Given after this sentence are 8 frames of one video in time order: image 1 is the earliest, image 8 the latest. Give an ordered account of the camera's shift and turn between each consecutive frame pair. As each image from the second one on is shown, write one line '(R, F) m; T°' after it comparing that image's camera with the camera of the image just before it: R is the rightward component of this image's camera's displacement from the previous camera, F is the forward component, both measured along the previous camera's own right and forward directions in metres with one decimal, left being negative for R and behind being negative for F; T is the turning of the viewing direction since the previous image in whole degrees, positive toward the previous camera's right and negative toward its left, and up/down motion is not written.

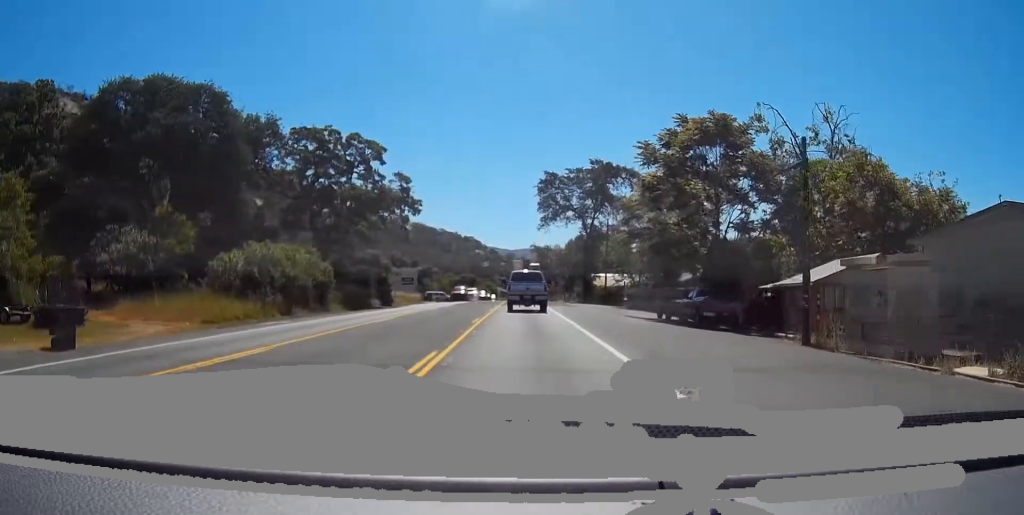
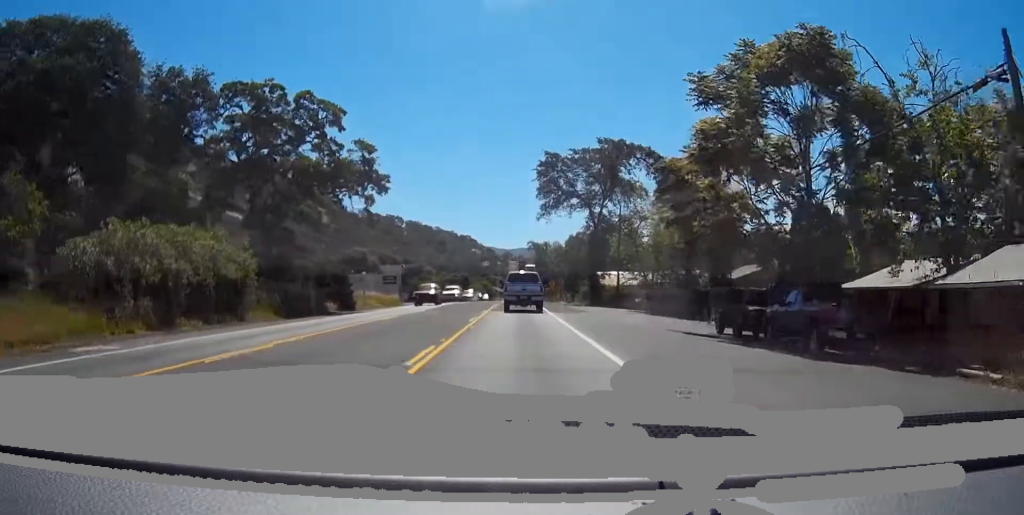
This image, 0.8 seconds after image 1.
(-0.1, +13.7) m; 0°
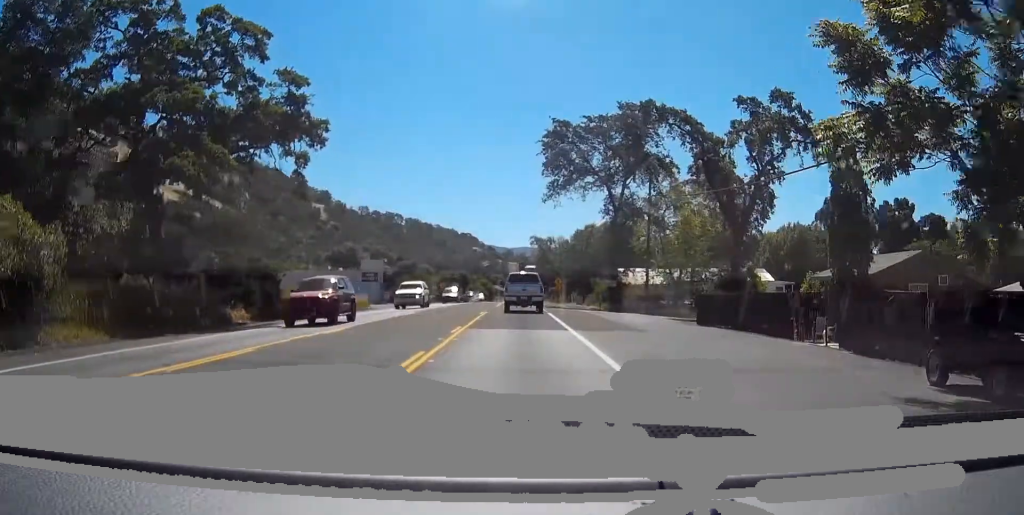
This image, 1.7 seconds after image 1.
(+0.1, +16.1) m; 0°
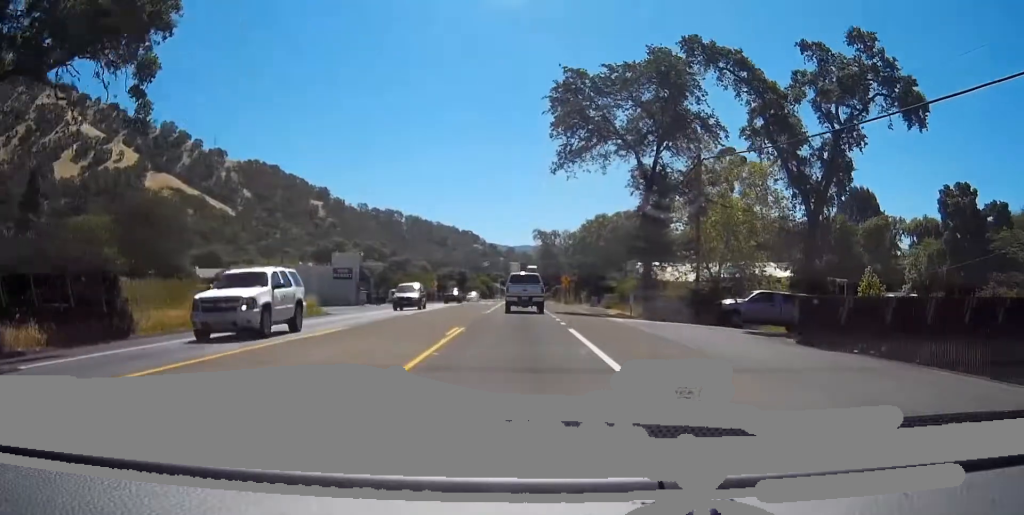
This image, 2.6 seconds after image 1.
(+0.1, +15.7) m; 0°
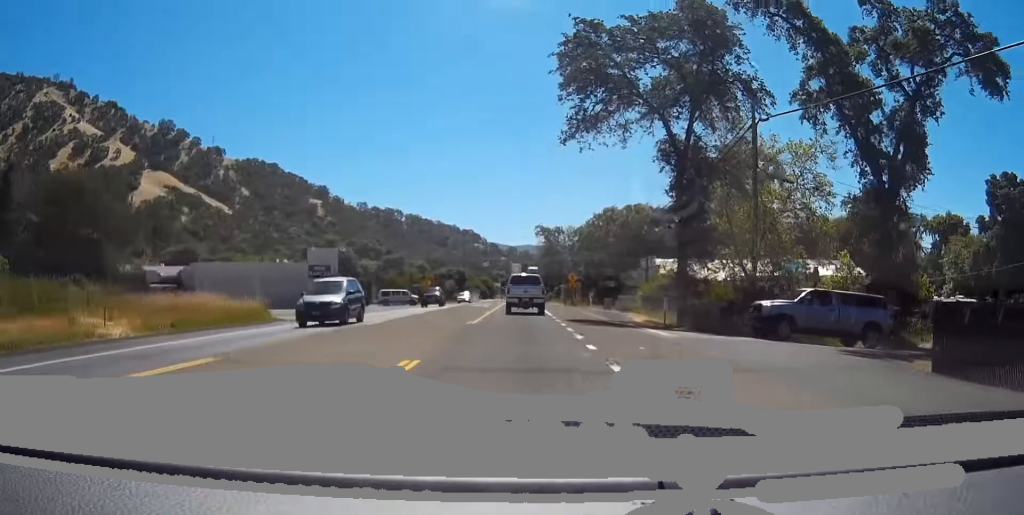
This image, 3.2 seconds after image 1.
(0.0, +9.9) m; 0°
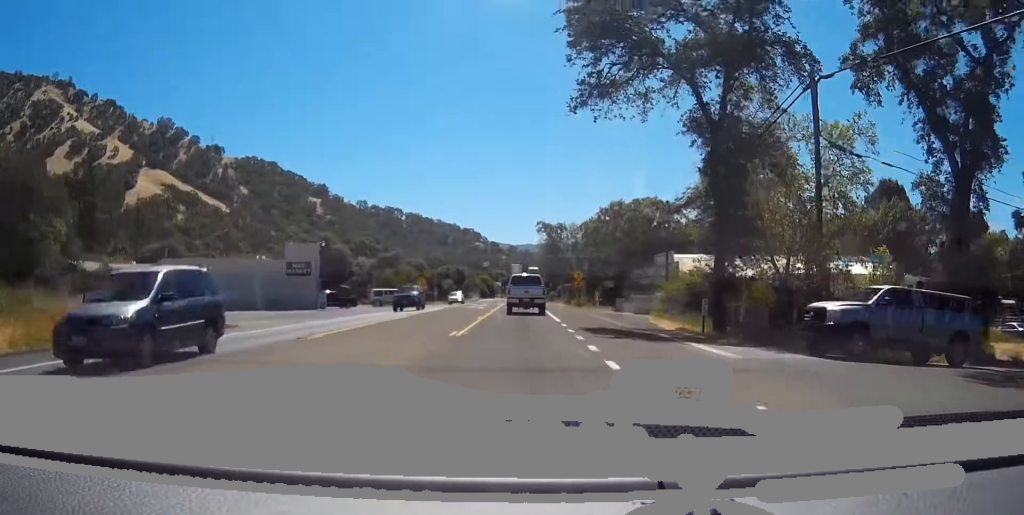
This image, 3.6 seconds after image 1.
(0.0, +7.1) m; 0°
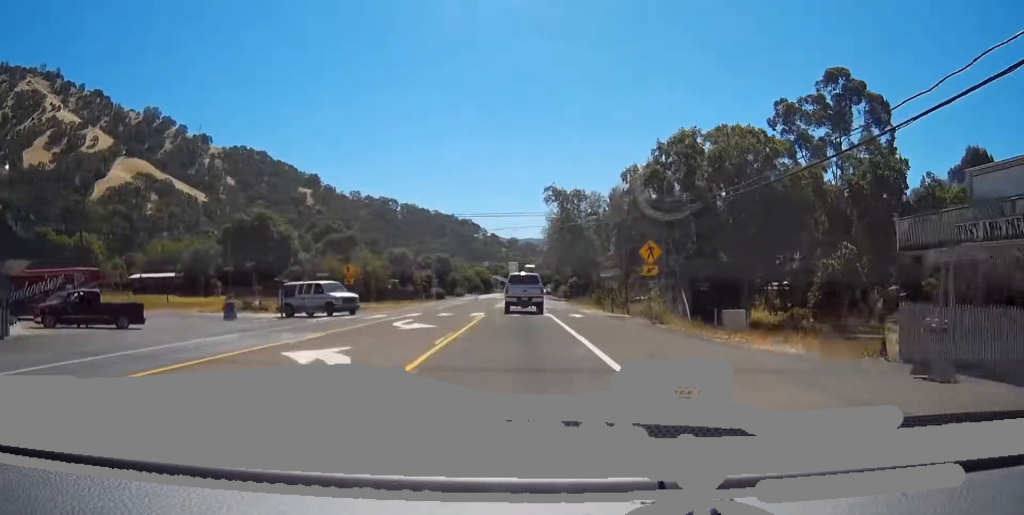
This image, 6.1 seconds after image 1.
(+0.5, +44.4) m; +2°
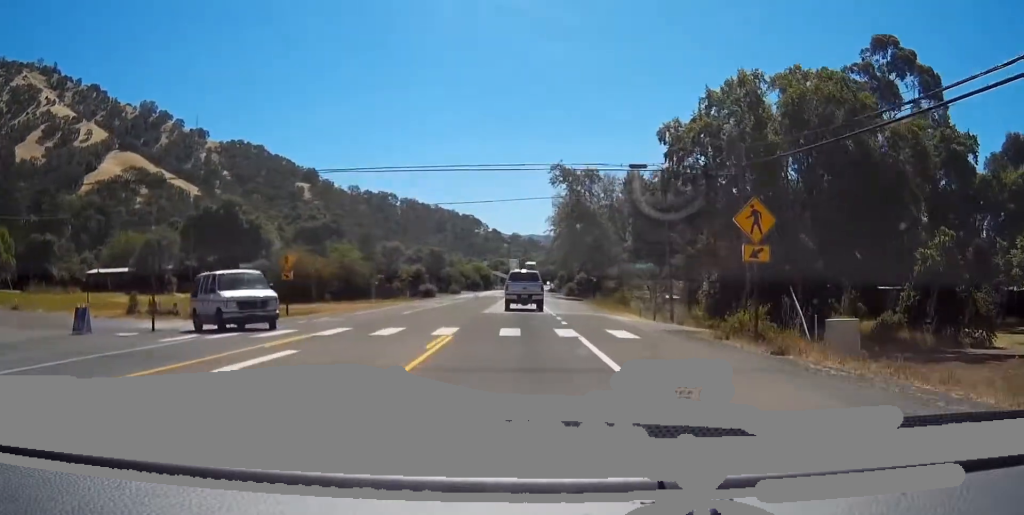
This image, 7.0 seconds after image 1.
(0.0, +16.3) m; +1°
